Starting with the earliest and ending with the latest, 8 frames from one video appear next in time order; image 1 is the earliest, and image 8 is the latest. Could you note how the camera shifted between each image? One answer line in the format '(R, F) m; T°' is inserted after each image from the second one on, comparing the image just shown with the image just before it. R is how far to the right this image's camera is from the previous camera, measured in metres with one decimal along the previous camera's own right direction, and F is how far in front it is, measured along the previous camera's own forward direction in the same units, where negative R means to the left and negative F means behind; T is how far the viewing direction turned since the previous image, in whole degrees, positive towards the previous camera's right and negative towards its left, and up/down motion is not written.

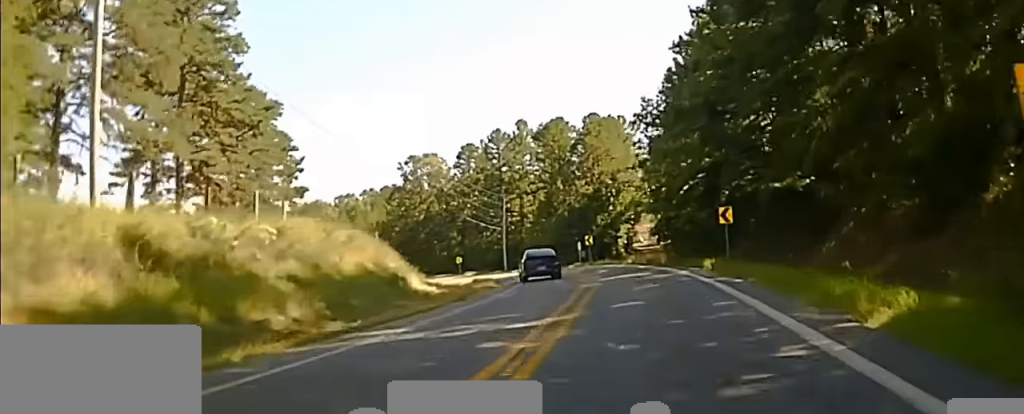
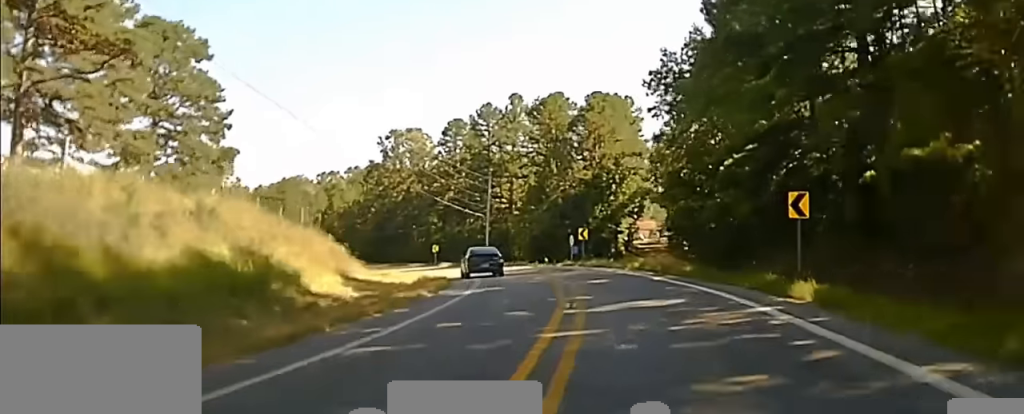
(+0.5, +12.3) m; +1°
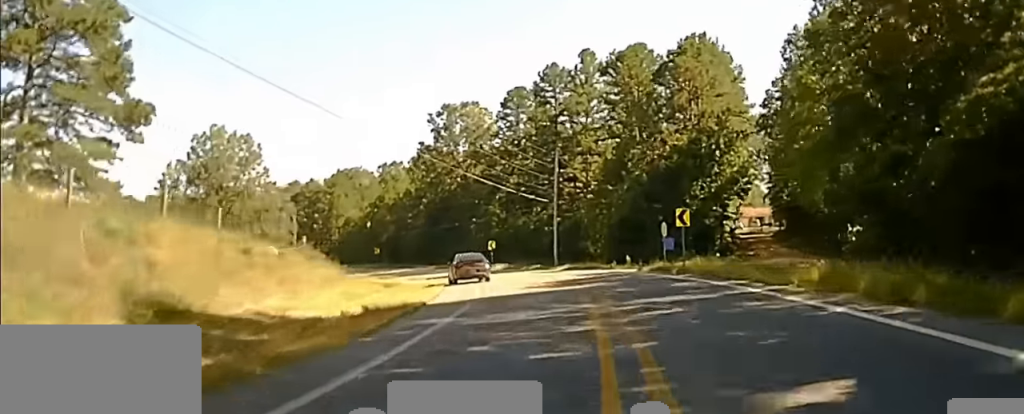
(+0.1, +19.8) m; -3°
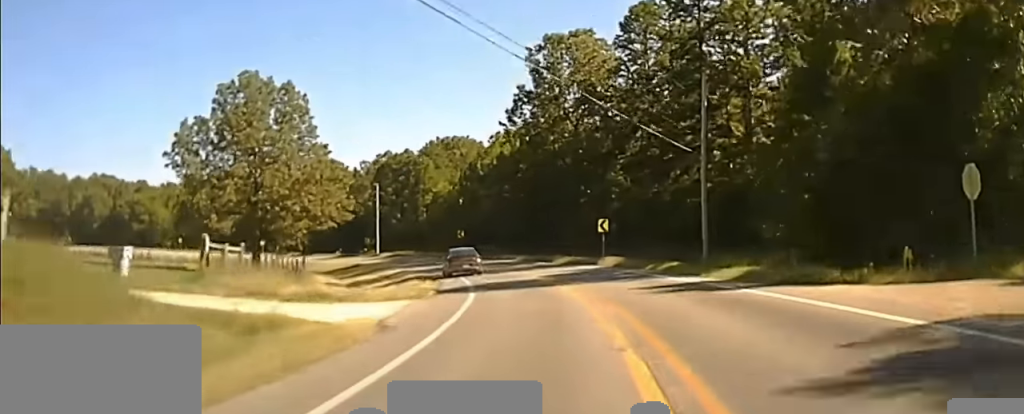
(-1.8, +30.0) m; -10°
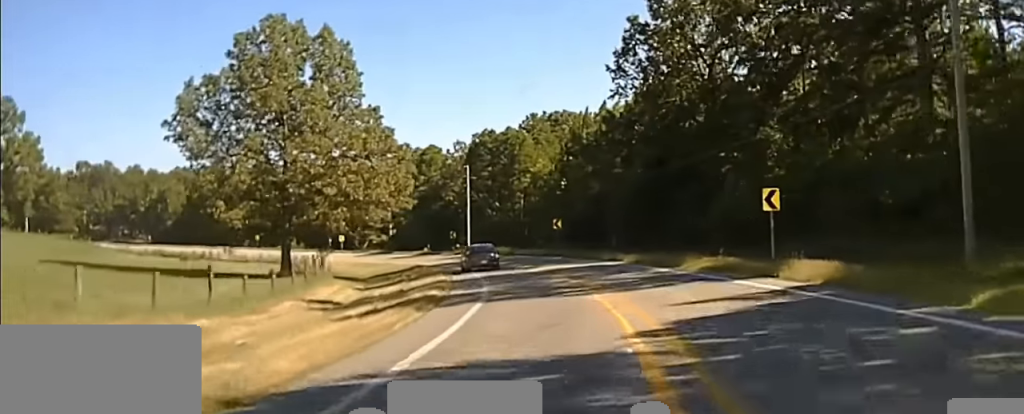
(-1.9, +27.5) m; -10°
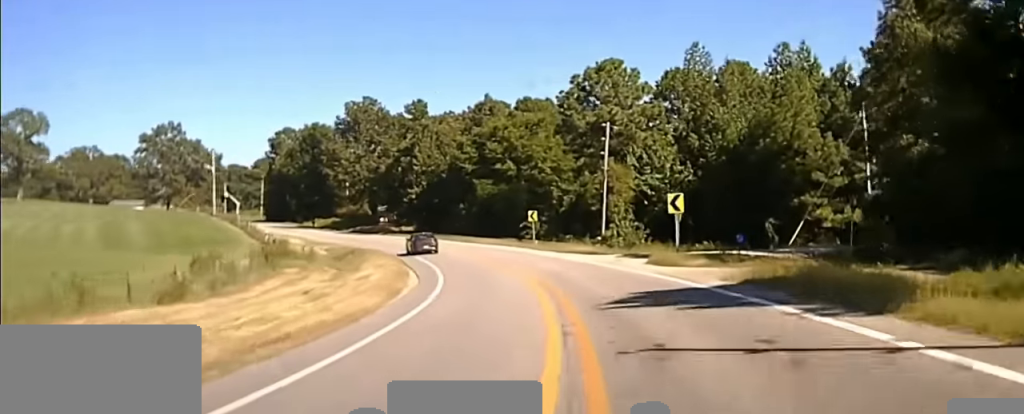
(-31.5, +115.2) m; -31°
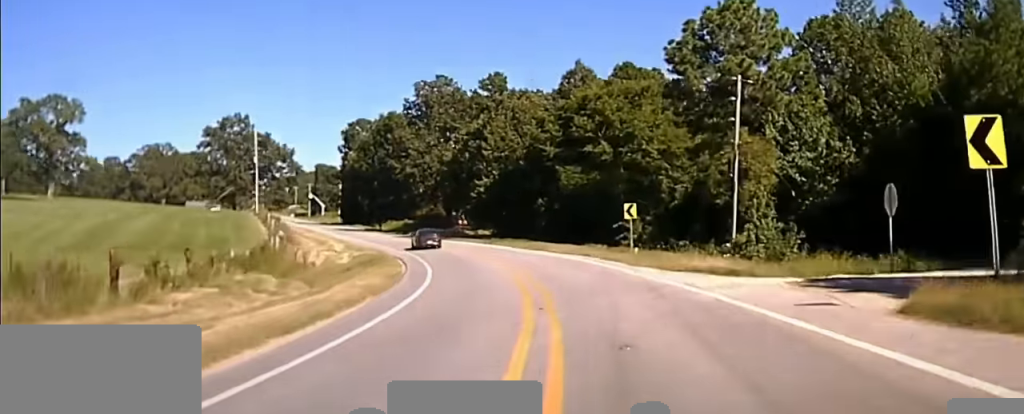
(-1.5, +19.0) m; -7°
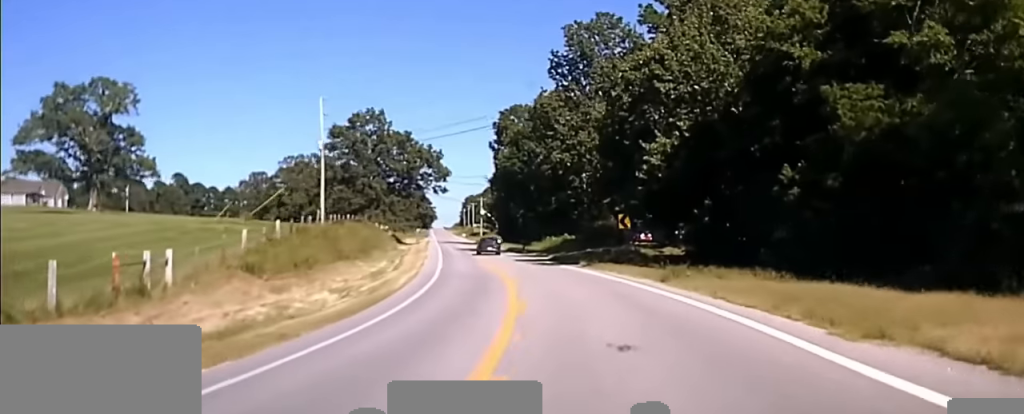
(-3.2, +33.8) m; -11°
